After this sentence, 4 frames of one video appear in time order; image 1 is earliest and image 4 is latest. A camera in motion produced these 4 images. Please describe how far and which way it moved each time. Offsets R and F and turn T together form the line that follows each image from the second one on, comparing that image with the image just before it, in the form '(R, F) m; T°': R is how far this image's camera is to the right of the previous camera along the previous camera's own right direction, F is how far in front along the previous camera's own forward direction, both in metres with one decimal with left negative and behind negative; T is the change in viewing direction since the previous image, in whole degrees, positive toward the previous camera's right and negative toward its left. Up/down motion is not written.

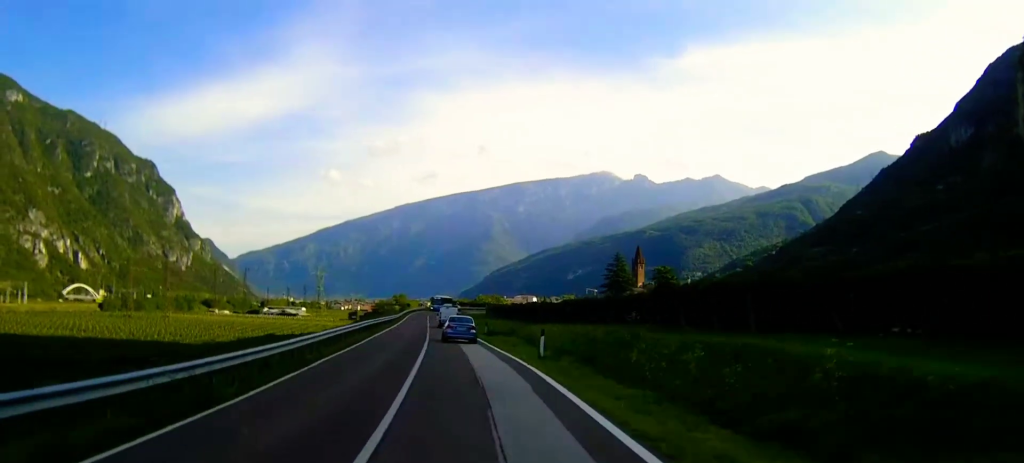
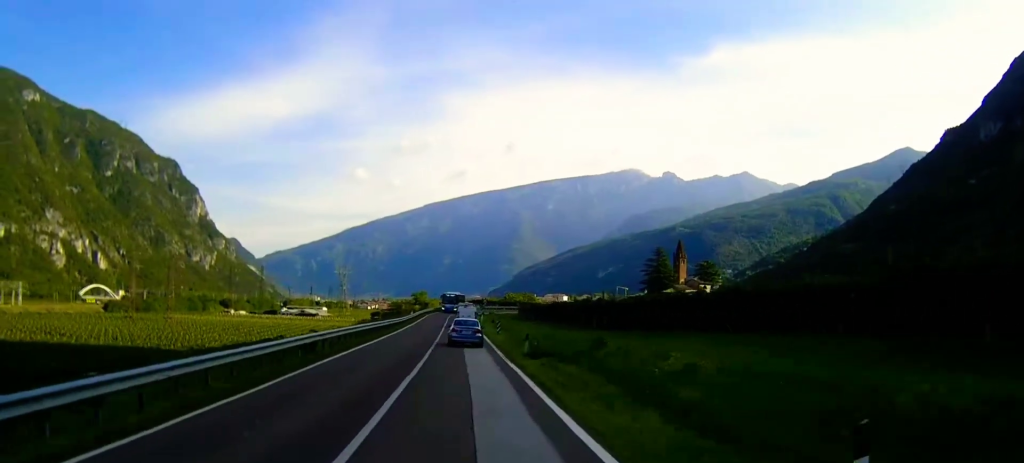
(-0.5, +21.8) m; -2°
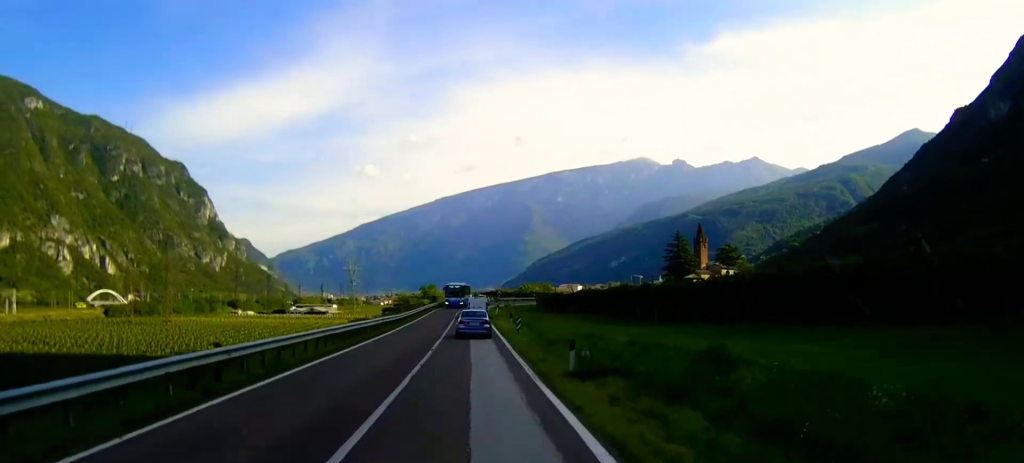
(-0.1, +12.1) m; -1°
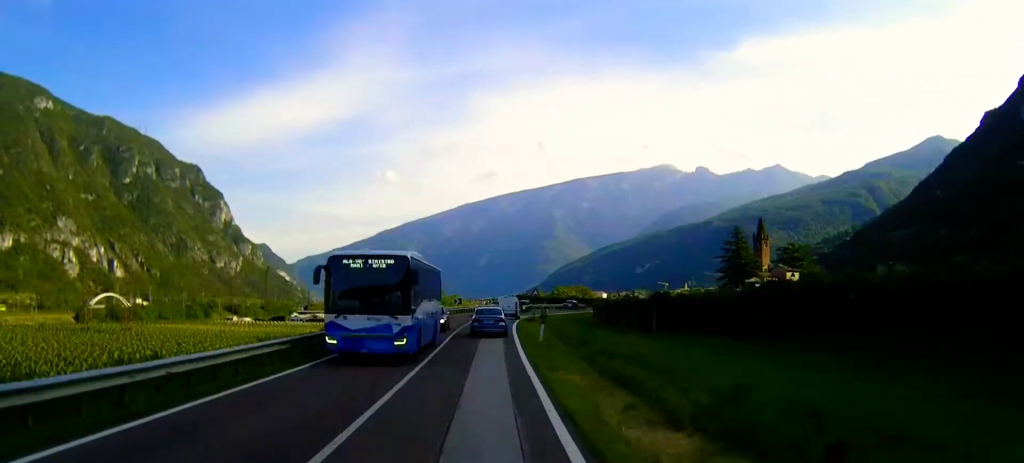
(-0.8, +43.5) m; -2°
